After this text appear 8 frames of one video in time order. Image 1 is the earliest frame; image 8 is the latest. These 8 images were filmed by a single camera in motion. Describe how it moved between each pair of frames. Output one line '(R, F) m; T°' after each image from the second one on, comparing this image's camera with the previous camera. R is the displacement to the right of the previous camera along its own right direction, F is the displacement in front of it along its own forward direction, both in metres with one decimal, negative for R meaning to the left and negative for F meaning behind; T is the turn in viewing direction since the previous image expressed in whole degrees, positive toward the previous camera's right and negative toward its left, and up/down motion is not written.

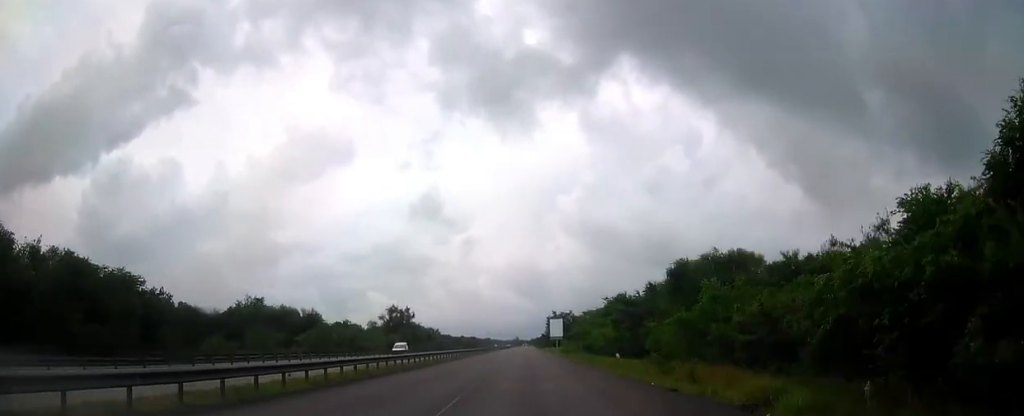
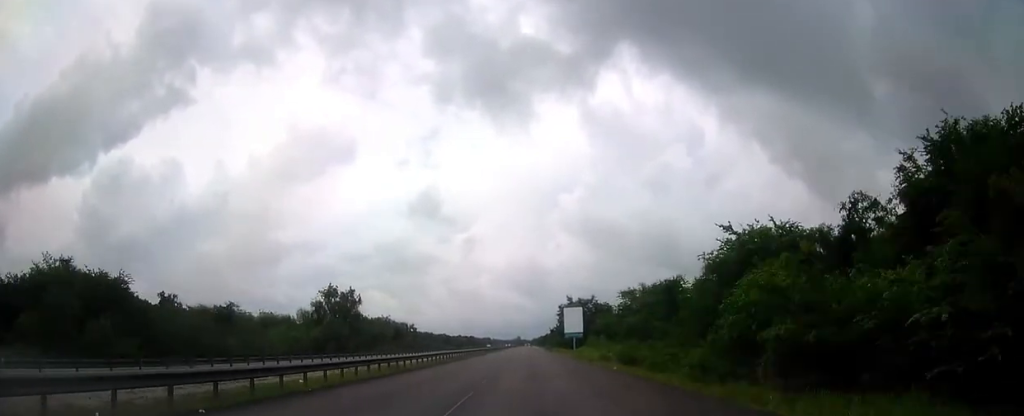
(-0.1, +54.7) m; 0°
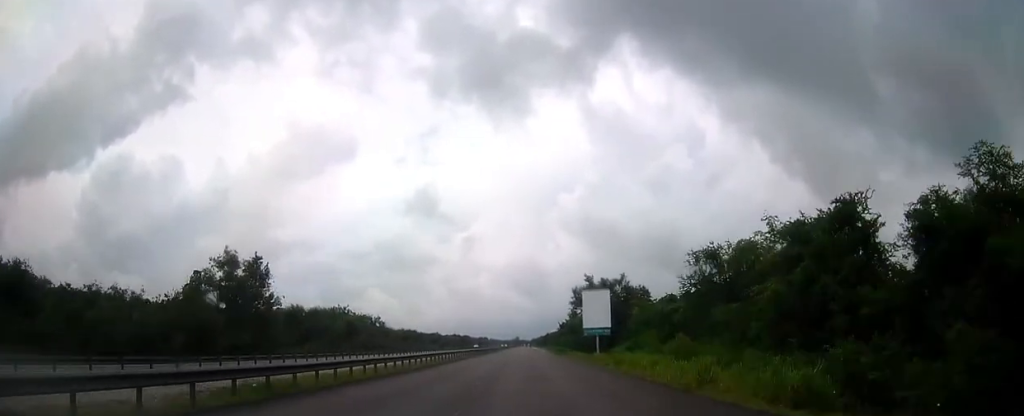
(-0.1, +39.7) m; 0°
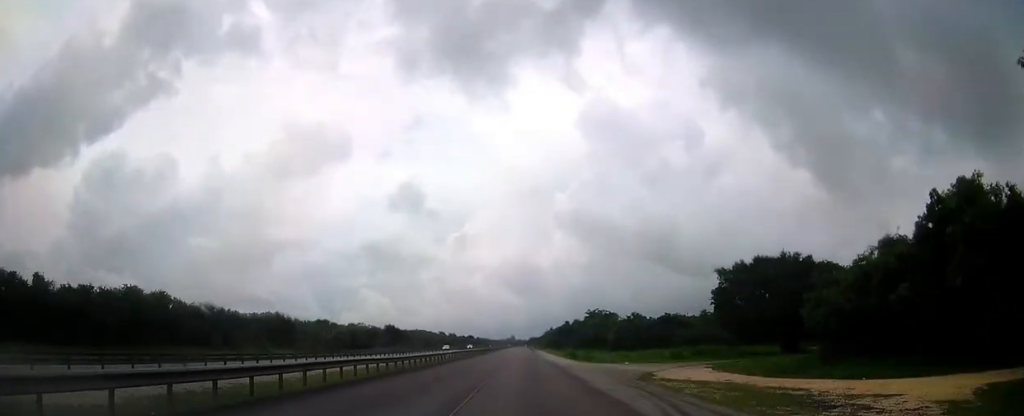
(+0.5, +179.4) m; 0°
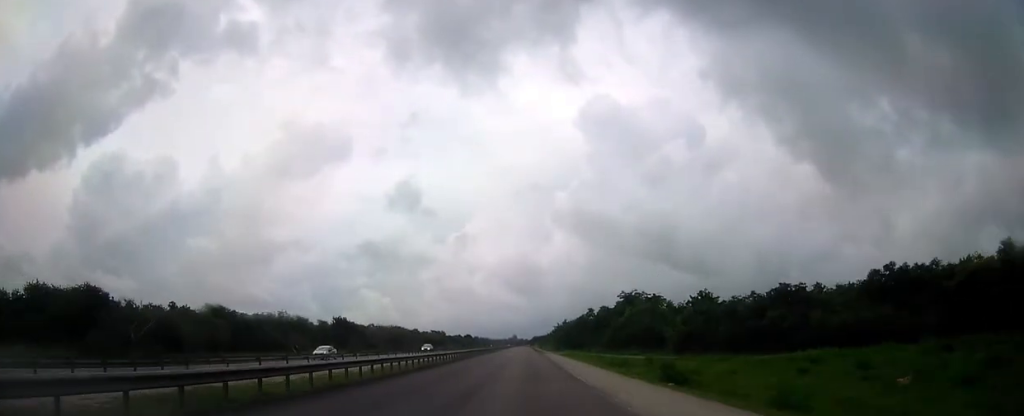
(+0.1, +54.6) m; 0°
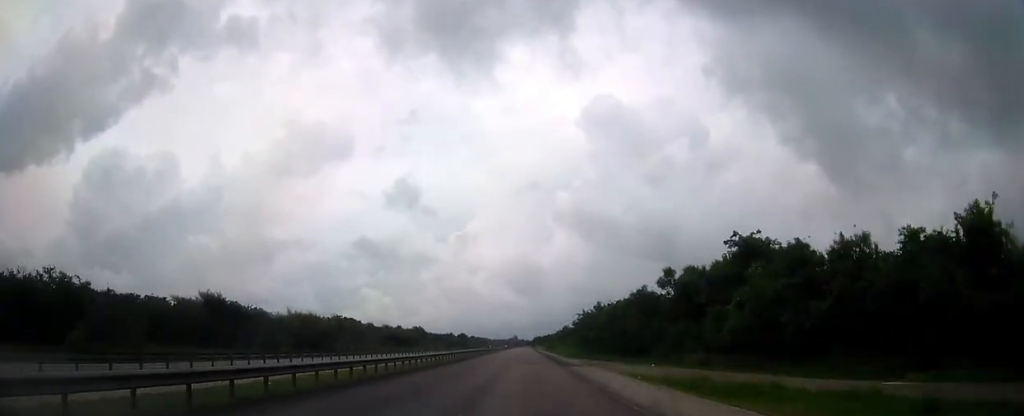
(-0.2, +61.4) m; 0°
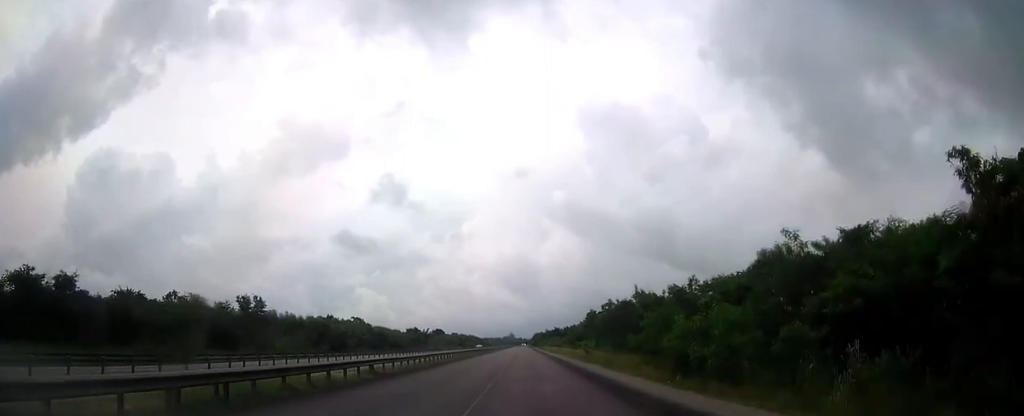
(+0.1, +134.4) m; 0°
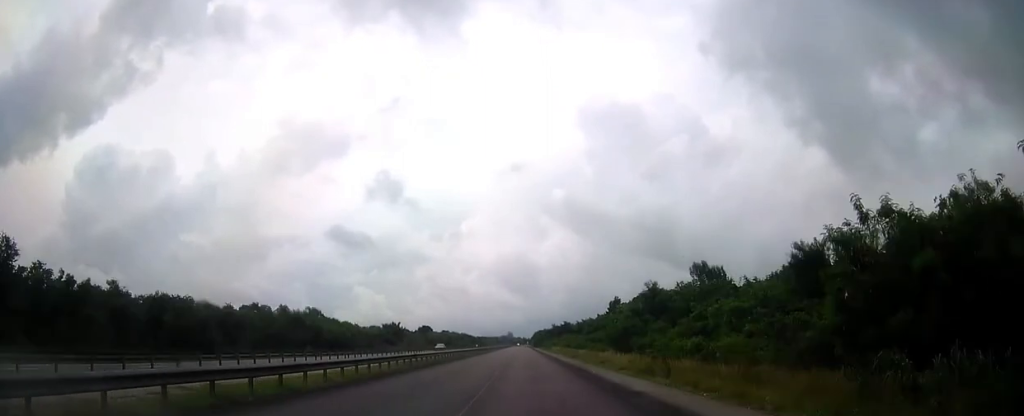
(0.0, +49.1) m; 0°
